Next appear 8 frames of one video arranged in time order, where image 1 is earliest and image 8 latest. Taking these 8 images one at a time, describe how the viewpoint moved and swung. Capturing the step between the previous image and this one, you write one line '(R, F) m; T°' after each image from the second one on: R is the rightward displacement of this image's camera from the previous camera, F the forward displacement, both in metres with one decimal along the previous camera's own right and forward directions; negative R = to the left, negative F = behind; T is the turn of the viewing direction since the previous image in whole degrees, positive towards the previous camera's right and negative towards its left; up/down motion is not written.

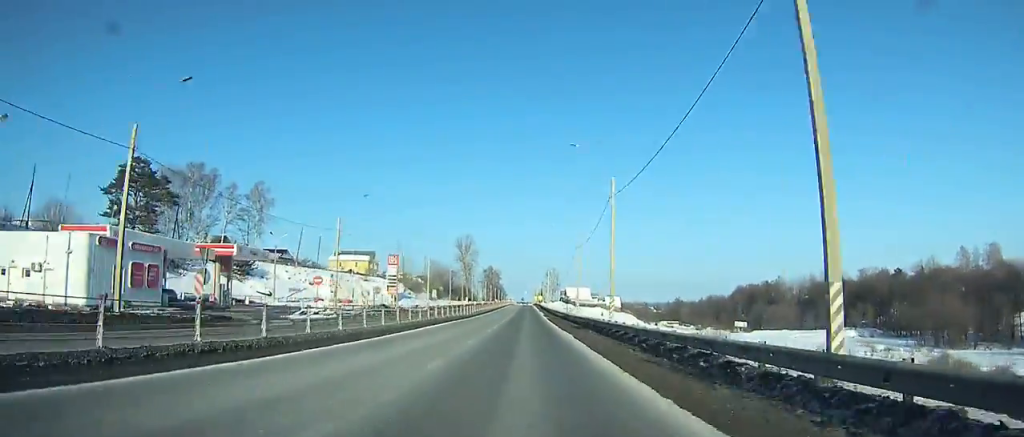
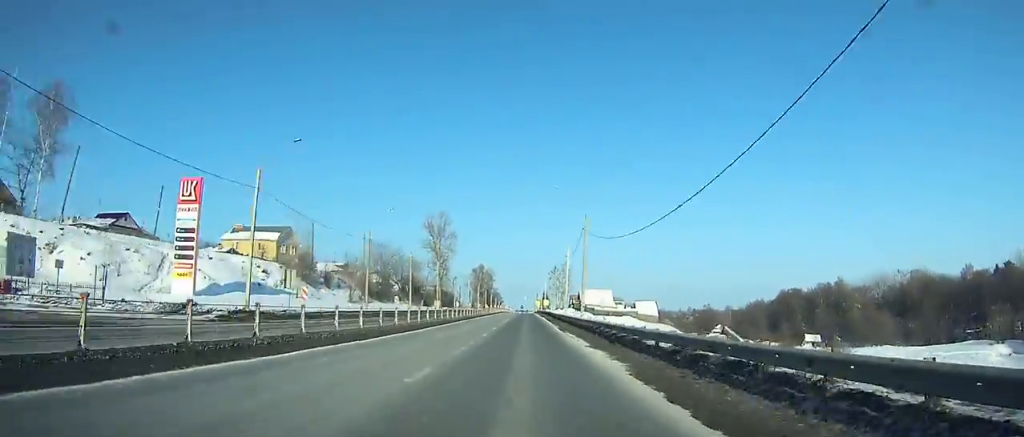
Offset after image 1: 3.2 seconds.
(0.0, +66.6) m; 0°
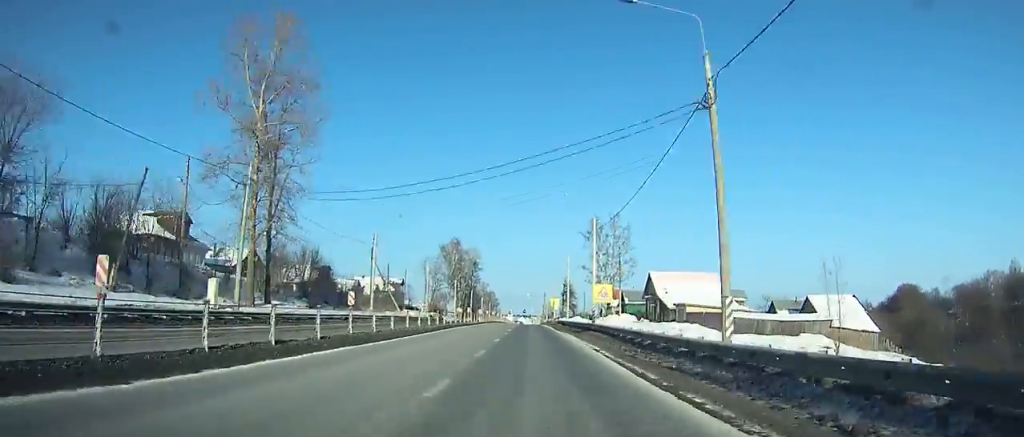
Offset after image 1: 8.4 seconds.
(-0.3, +104.4) m; 0°
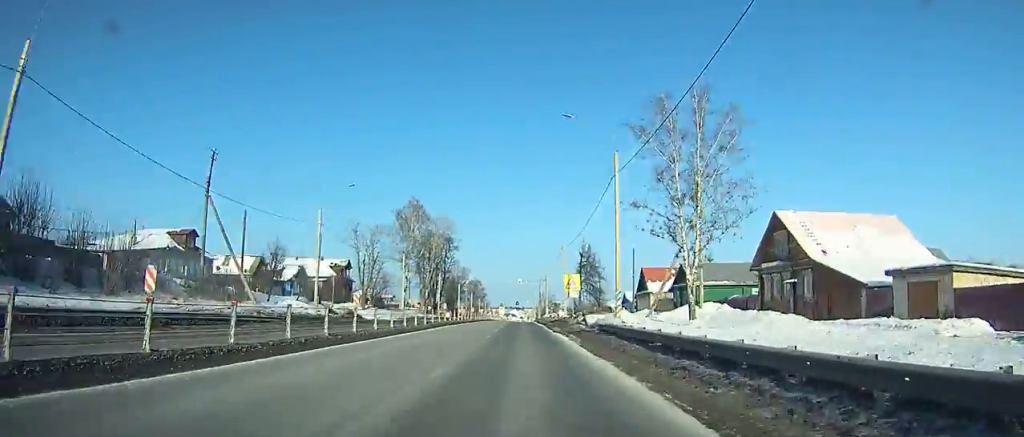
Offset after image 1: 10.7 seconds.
(0.0, +44.7) m; 0°
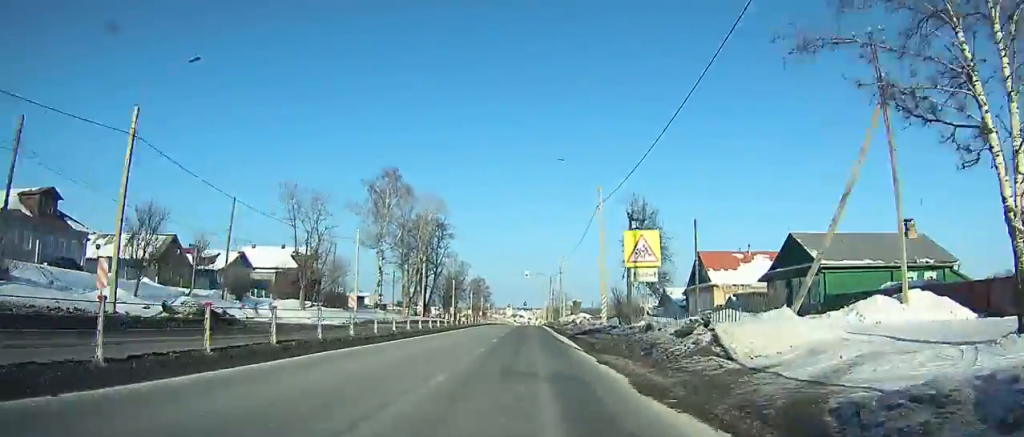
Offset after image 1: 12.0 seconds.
(-0.1, +24.6) m; 0°
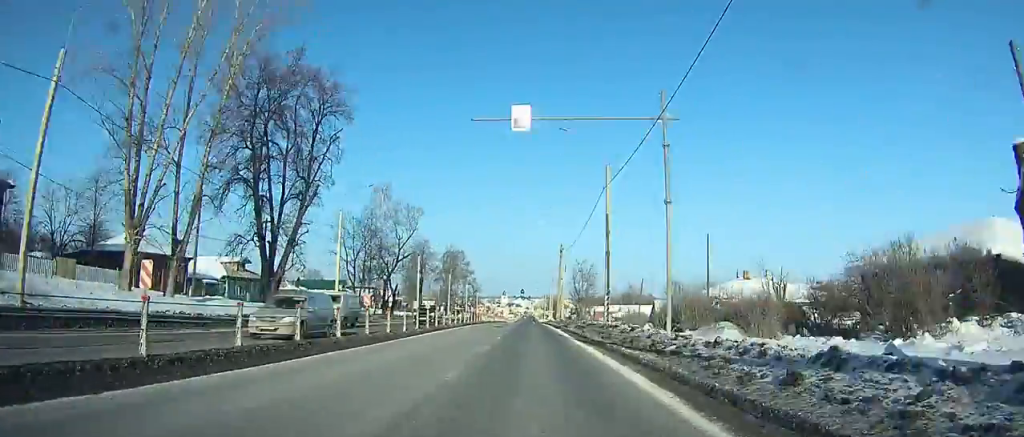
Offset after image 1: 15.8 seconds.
(-0.1, +71.1) m; 0°
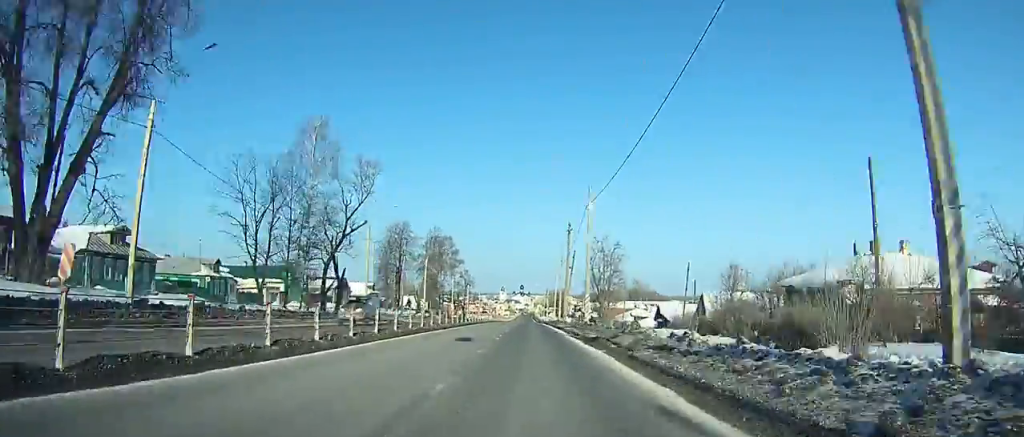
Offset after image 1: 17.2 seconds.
(0.0, +25.9) m; 0°
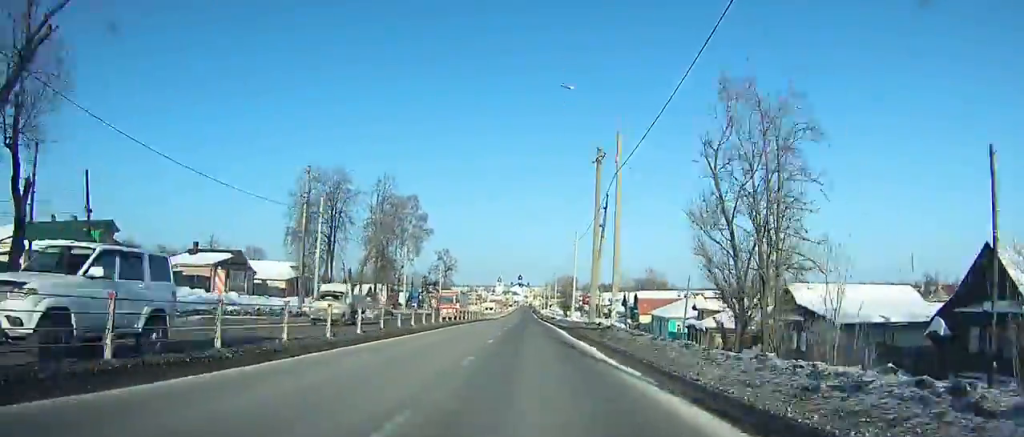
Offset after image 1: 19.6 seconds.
(0.0, +44.3) m; 0°
